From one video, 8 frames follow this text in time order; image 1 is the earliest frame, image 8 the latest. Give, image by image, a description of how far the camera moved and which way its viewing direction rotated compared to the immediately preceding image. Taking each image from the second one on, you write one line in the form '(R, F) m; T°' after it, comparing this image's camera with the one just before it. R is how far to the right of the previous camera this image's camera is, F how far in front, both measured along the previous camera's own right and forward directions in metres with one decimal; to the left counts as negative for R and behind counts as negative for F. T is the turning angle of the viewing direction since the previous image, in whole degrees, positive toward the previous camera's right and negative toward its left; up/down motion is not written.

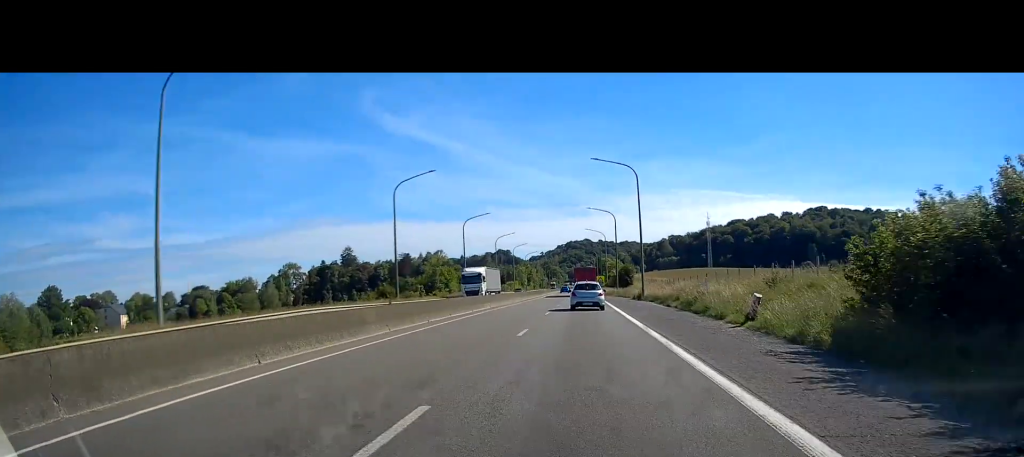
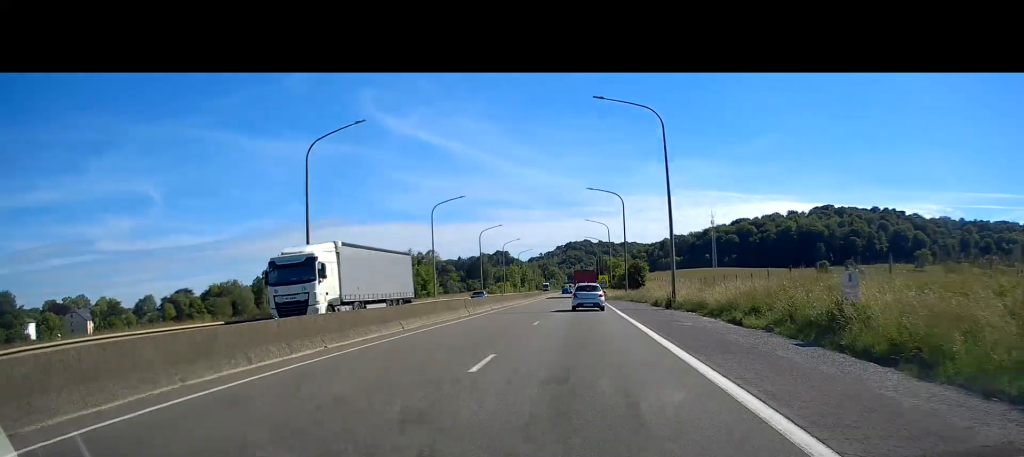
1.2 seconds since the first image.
(+0.1, +20.1) m; +1°
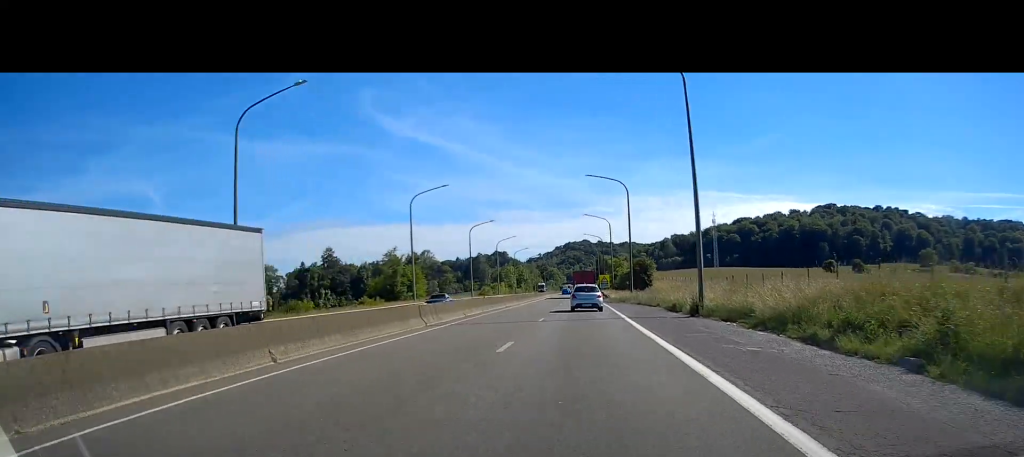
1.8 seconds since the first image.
(0.0, +9.4) m; 0°
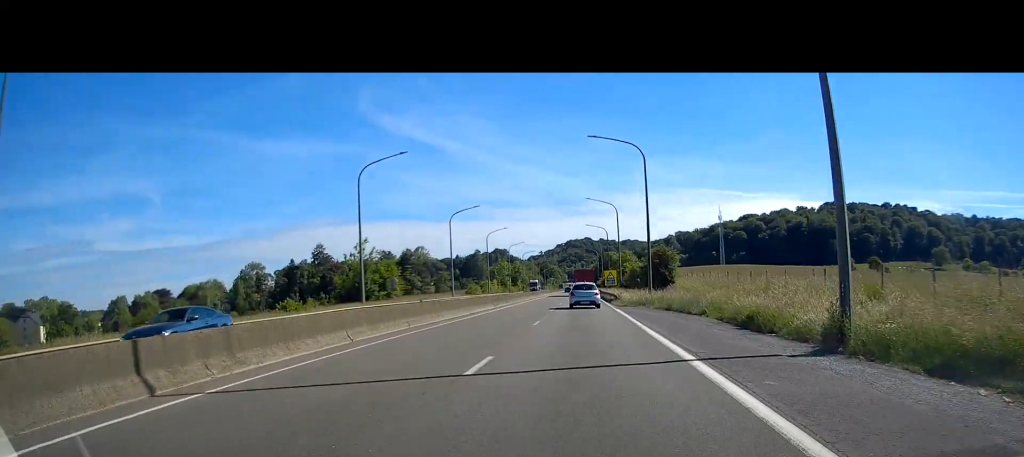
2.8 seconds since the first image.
(-0.1, +16.7) m; -1°
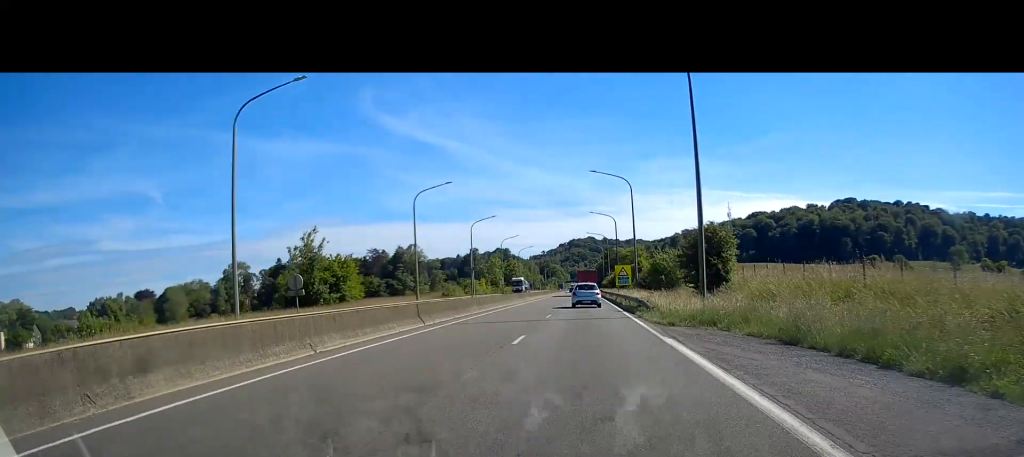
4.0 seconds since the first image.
(0.0, +20.5) m; 0°
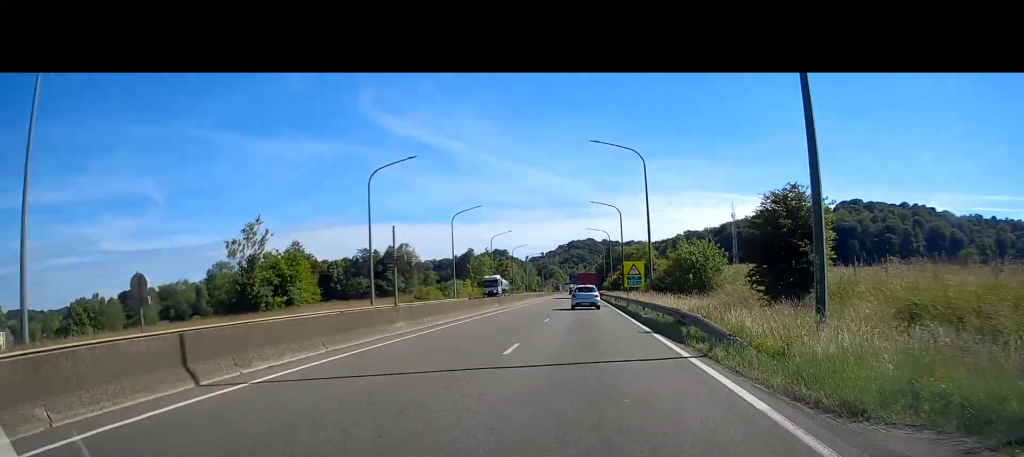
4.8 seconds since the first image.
(0.0, +14.5) m; 0°
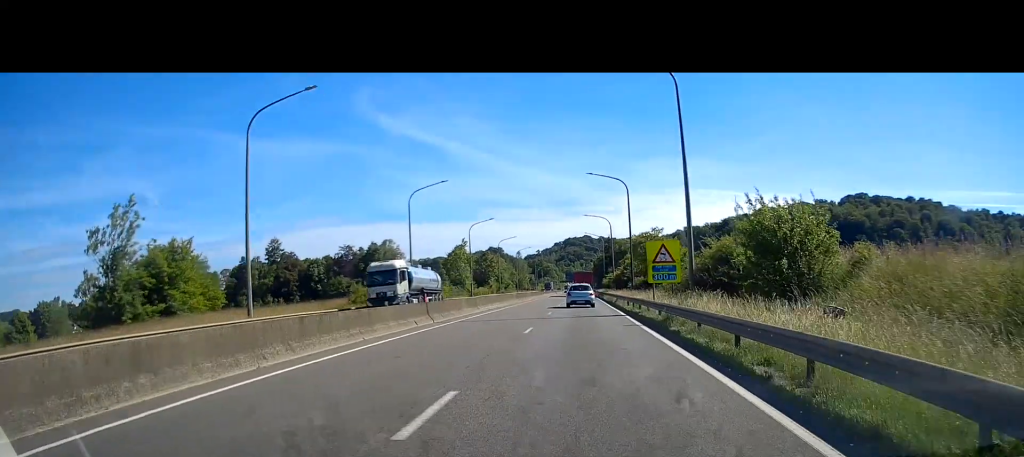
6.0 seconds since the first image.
(-0.1, +20.0) m; 0°
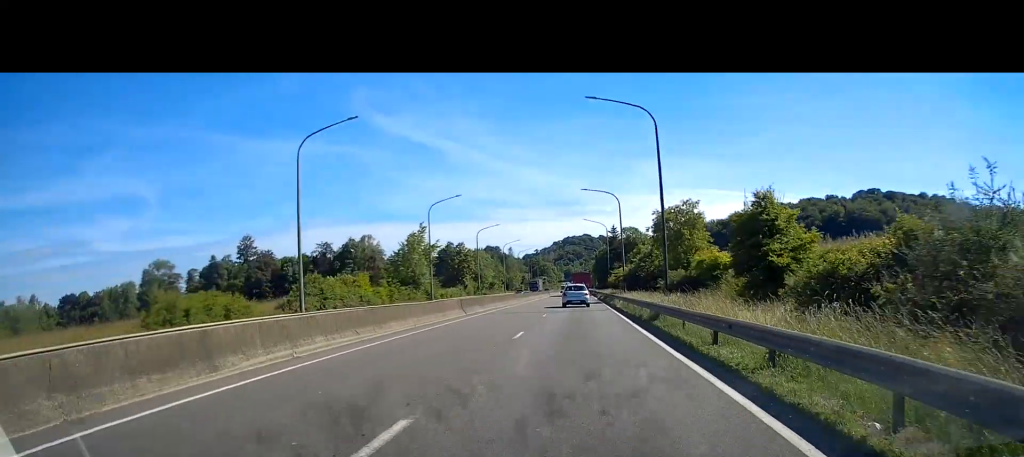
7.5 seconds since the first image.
(+0.2, +26.8) m; +1°
